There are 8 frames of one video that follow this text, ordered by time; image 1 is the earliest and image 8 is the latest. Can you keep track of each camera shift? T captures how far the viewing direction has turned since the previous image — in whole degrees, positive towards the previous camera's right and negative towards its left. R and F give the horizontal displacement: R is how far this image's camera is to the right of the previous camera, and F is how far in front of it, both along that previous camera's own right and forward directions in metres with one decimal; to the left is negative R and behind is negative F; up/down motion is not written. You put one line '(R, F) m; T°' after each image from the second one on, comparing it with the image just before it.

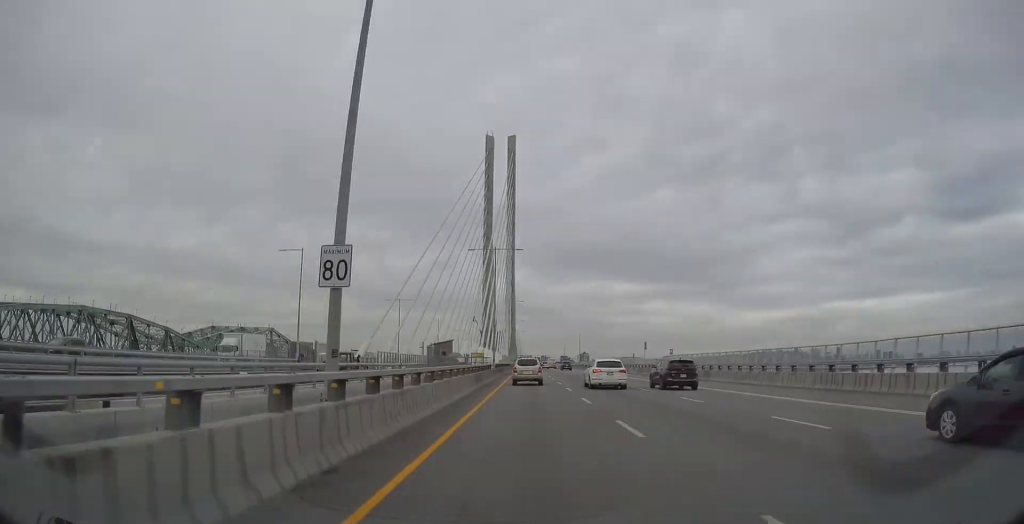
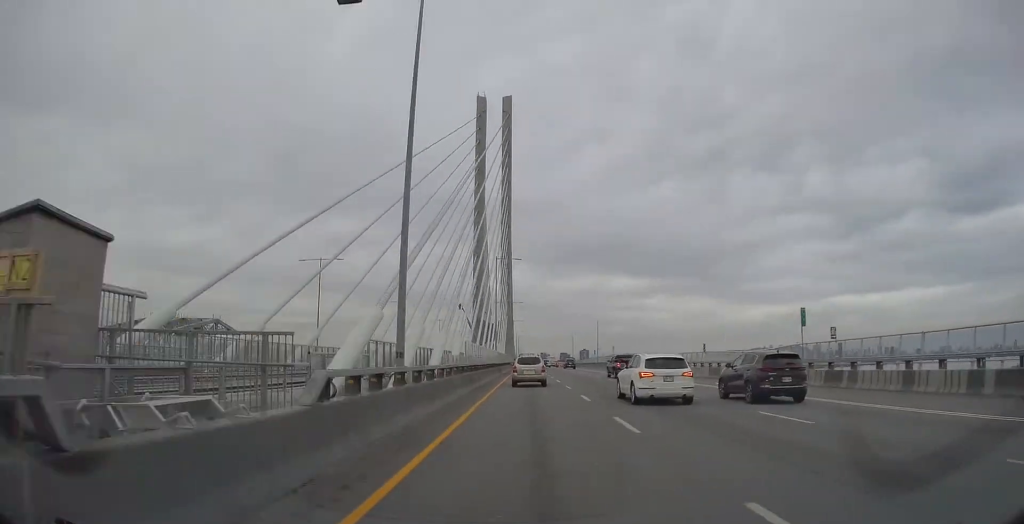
(-0.1, +43.8) m; 0°
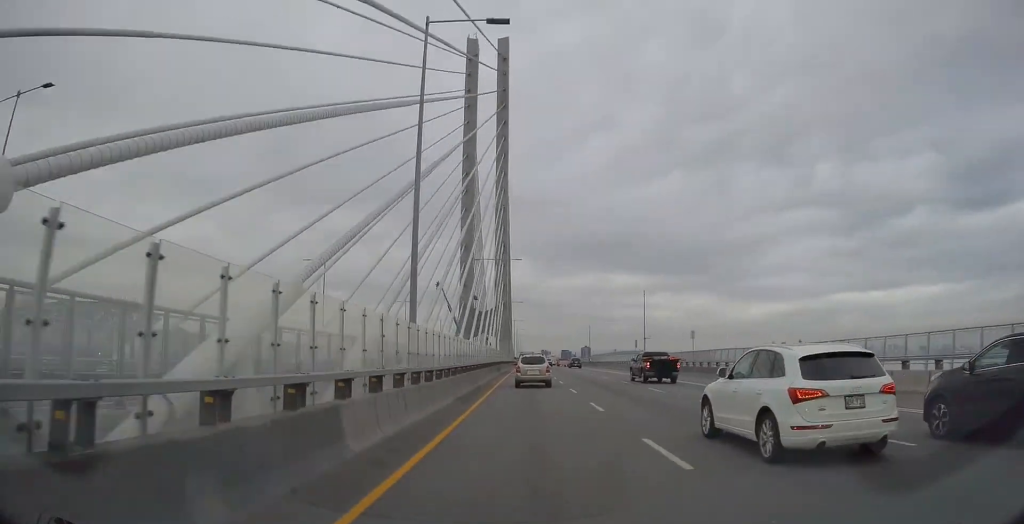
(0.0, +50.1) m; 0°
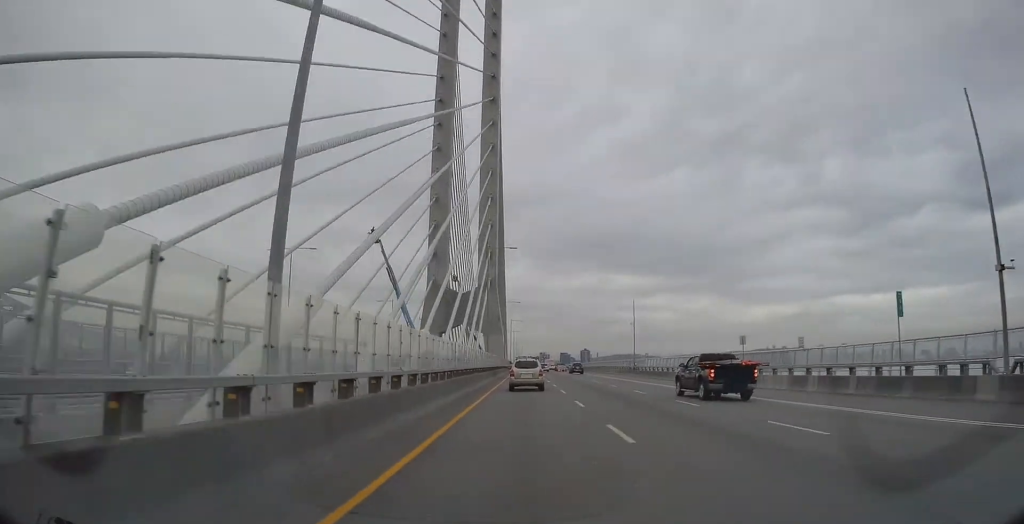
(-0.1, +63.0) m; 0°
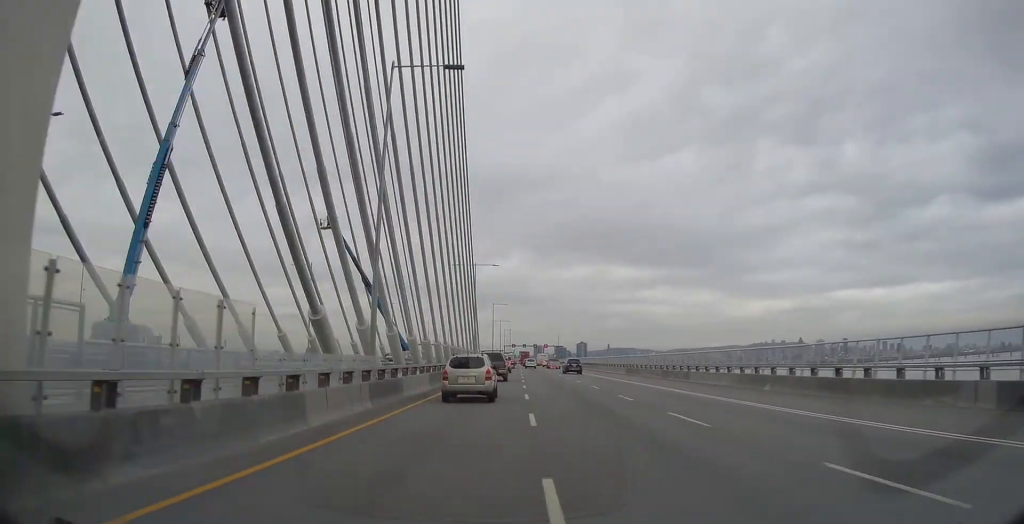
(+1.0, +131.4) m; 0°
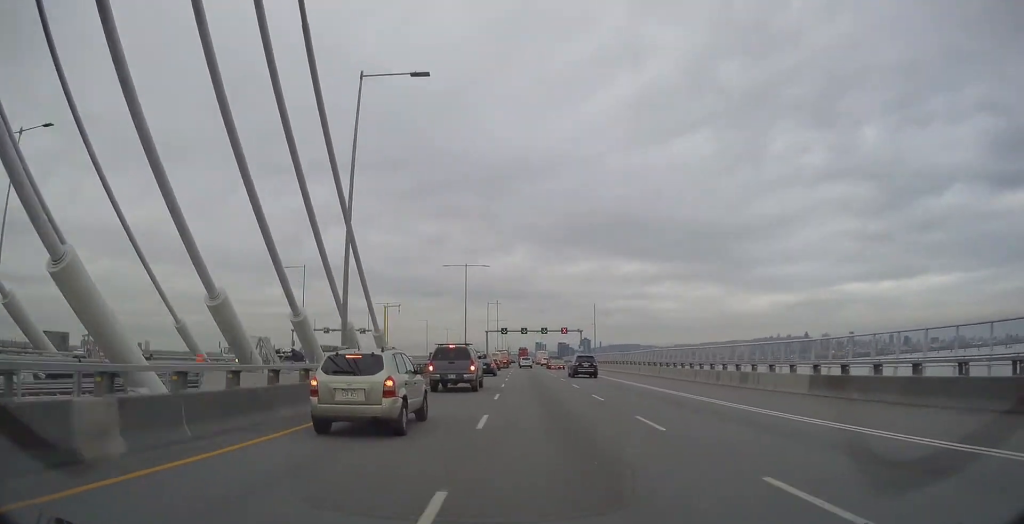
(-0.1, +98.2) m; 0°
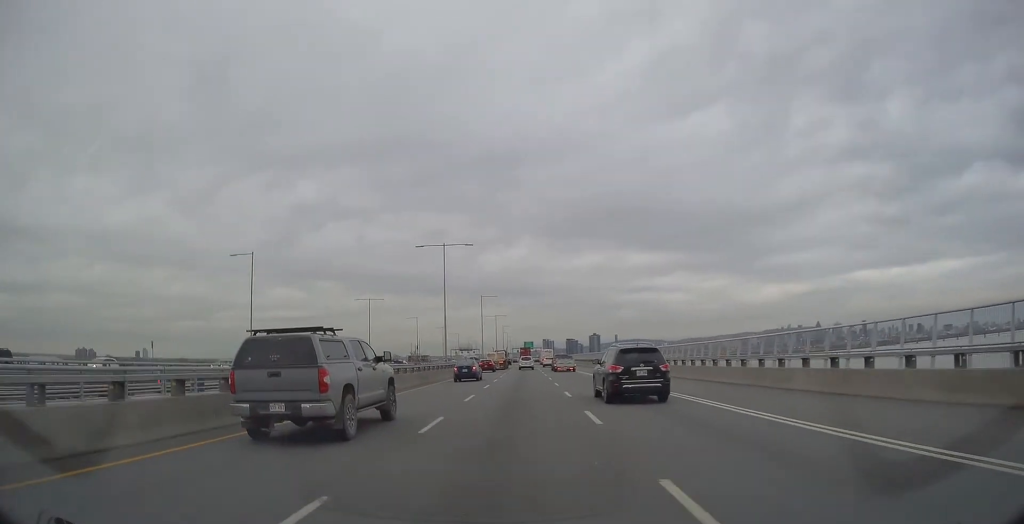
(-0.9, +118.0) m; -1°
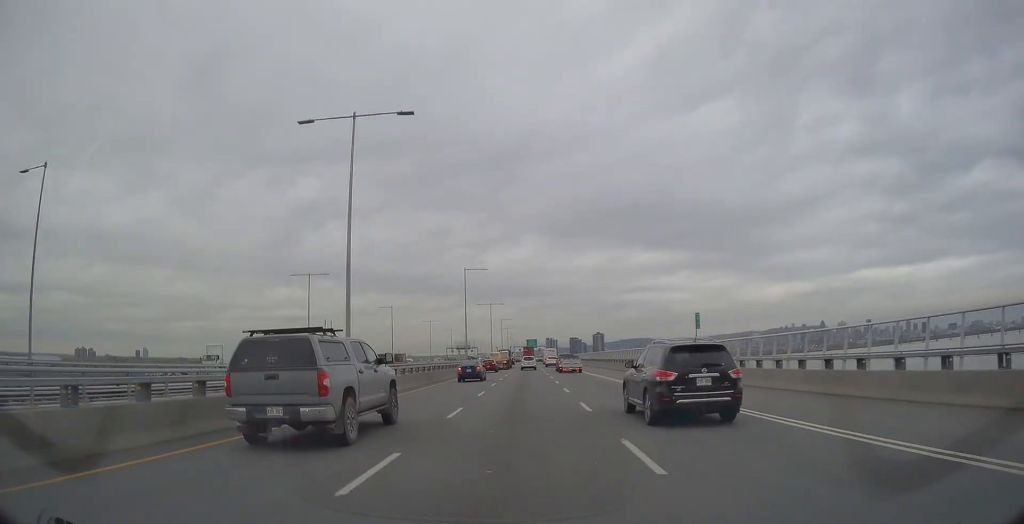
(0.0, +33.1) m; 0°
